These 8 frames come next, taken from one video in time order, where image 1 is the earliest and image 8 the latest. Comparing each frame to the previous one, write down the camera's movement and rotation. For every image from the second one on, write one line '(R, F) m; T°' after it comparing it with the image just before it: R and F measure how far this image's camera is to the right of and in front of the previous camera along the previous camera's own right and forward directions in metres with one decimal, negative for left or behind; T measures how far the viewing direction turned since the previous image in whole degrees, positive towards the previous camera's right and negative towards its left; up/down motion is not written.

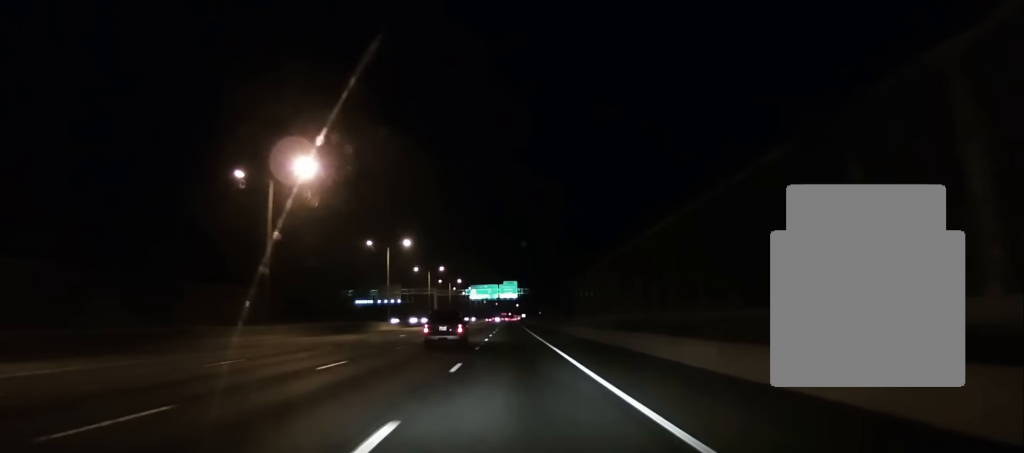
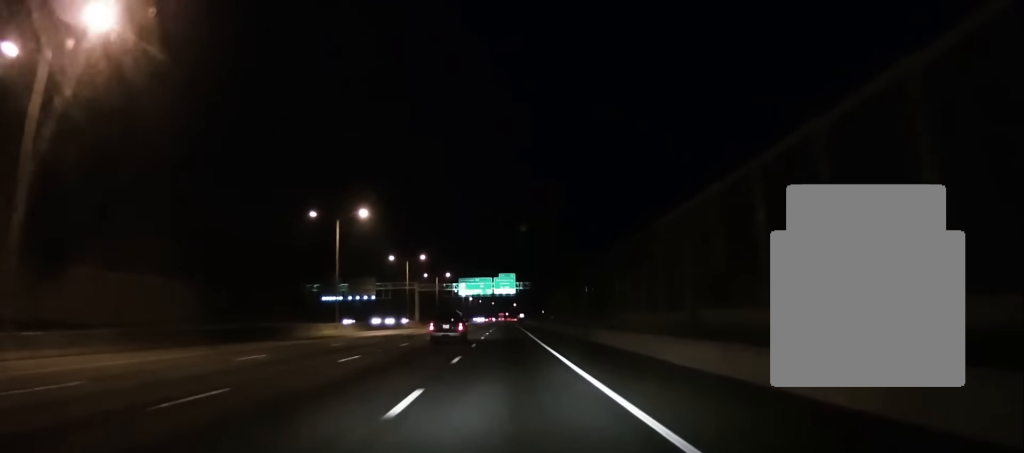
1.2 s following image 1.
(0.0, +31.8) m; +1°
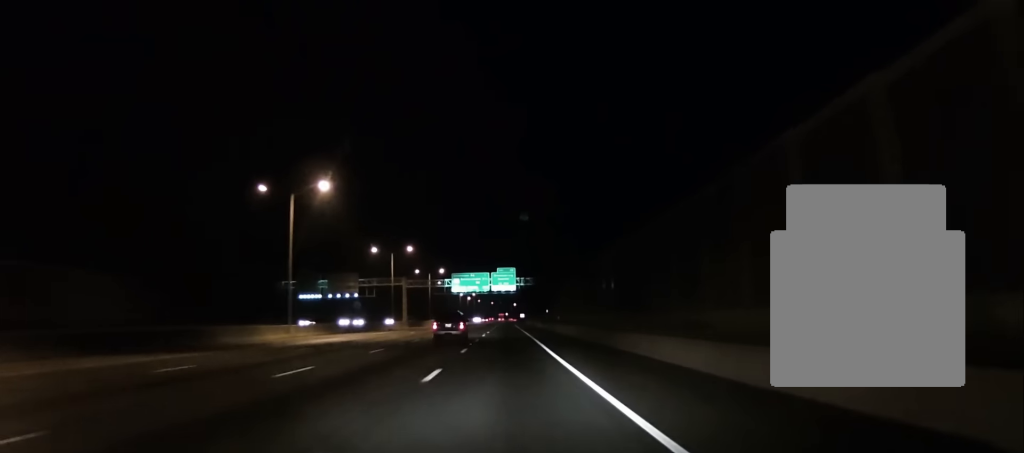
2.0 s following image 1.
(+0.4, +19.0) m; 0°
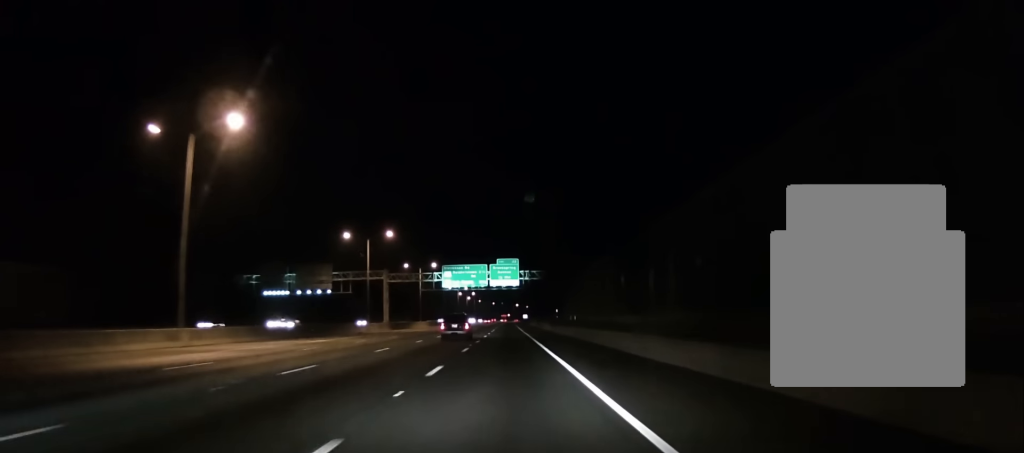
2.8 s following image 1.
(-0.3, +22.5) m; -1°
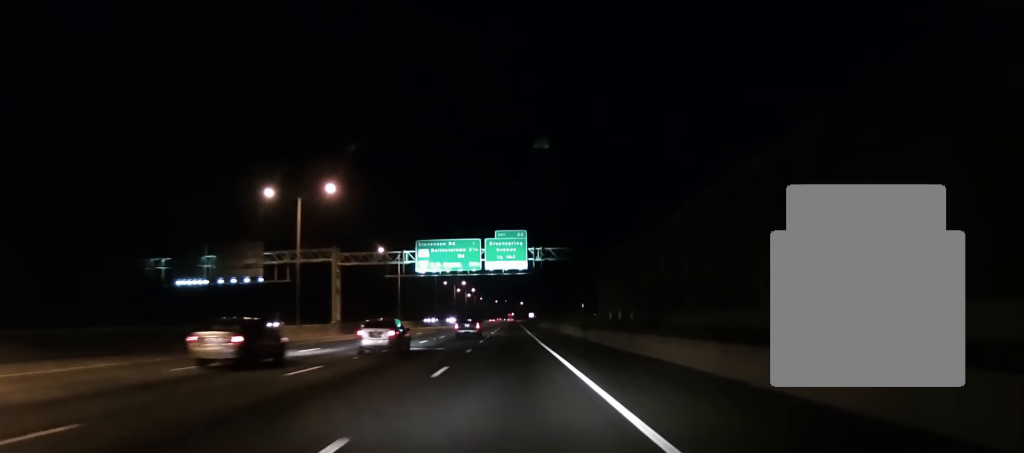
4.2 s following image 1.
(-0.2, +36.2) m; -1°
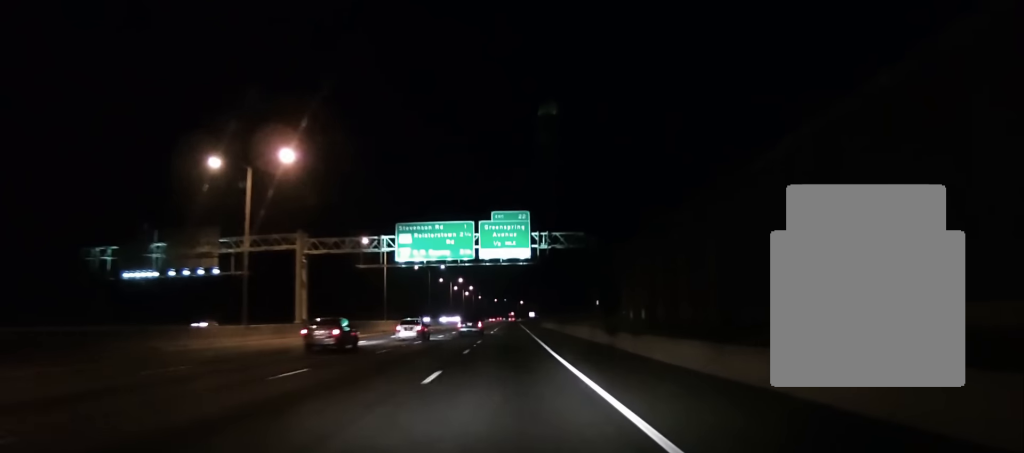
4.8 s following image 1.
(-0.2, +14.7) m; 0°
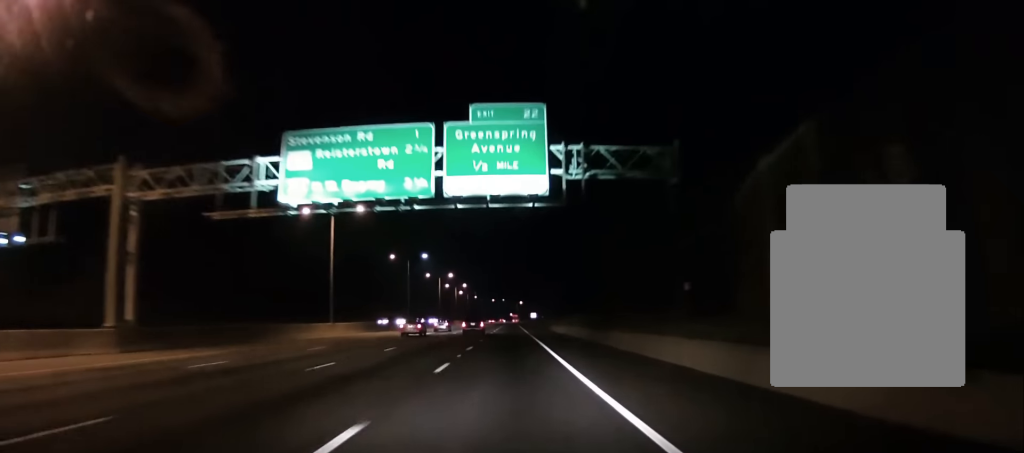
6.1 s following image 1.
(+0.2, +32.8) m; 0°
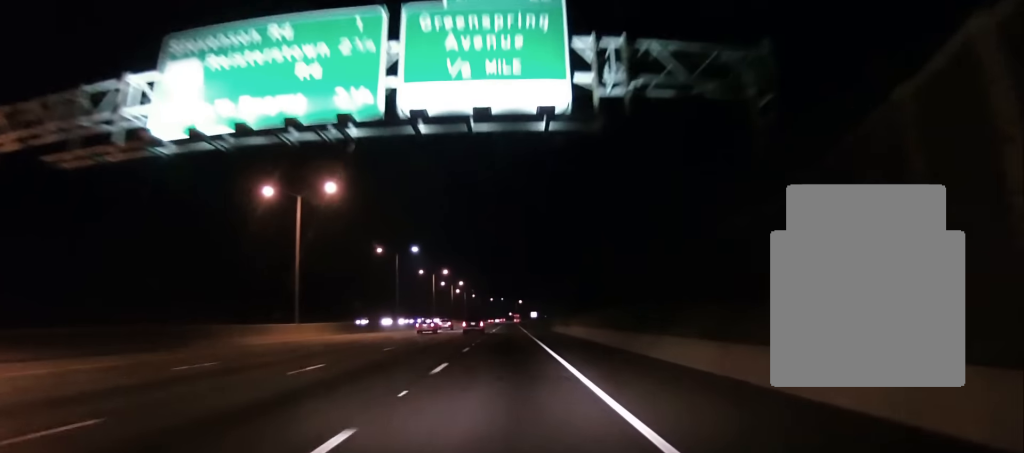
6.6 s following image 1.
(-0.2, +13.8) m; 0°
